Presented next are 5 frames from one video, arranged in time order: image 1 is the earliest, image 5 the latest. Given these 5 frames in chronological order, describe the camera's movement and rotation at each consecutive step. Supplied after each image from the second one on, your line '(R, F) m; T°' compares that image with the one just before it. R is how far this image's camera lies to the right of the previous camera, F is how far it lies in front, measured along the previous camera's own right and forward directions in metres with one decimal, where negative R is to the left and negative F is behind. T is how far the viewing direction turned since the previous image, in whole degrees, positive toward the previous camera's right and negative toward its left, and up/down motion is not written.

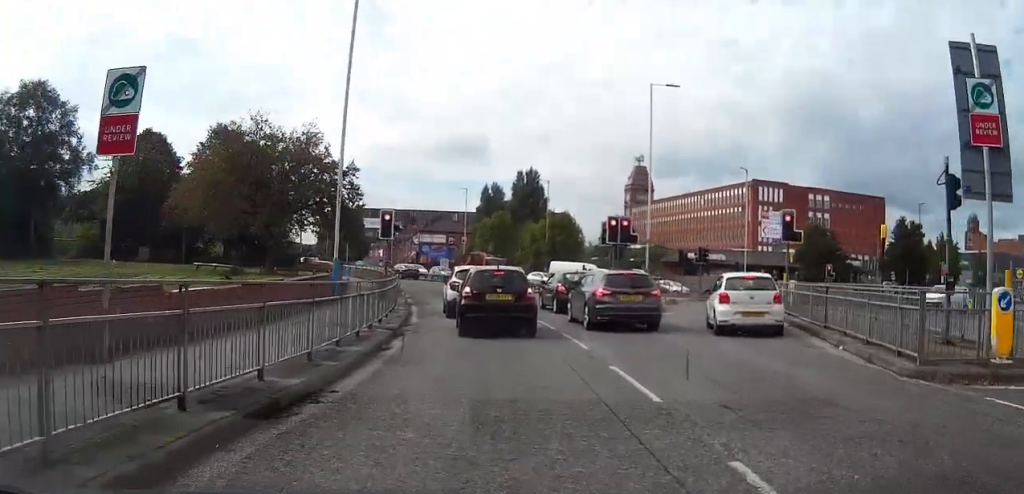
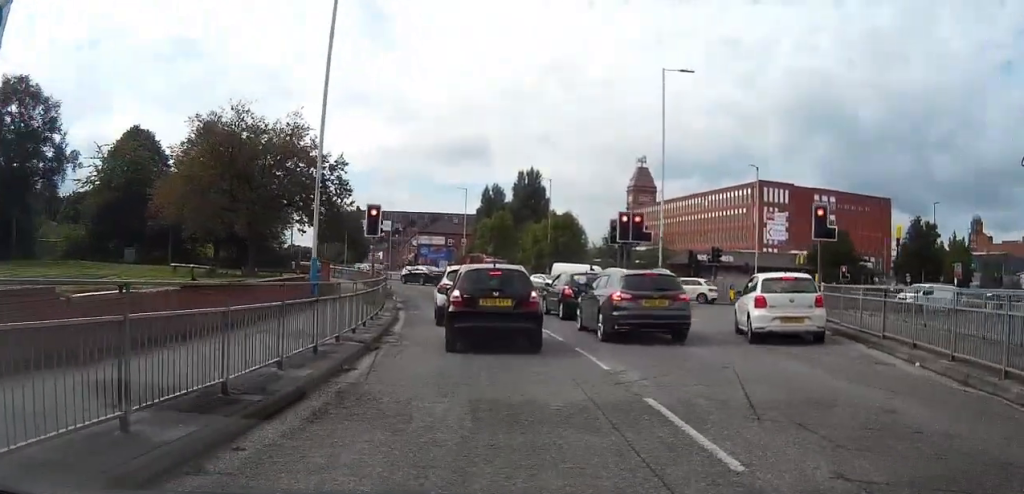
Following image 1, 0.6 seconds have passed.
(0.0, +3.8) m; 0°
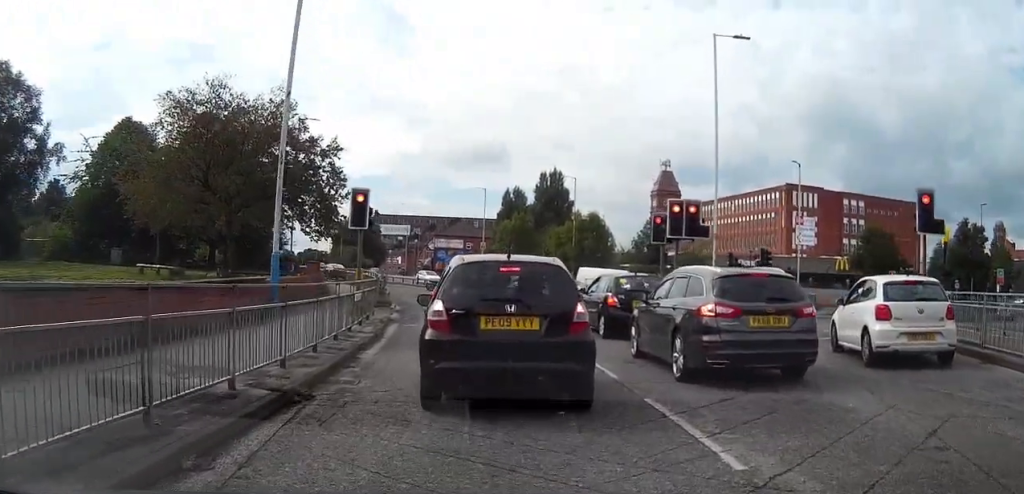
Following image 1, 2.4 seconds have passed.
(0.0, +7.9) m; 0°
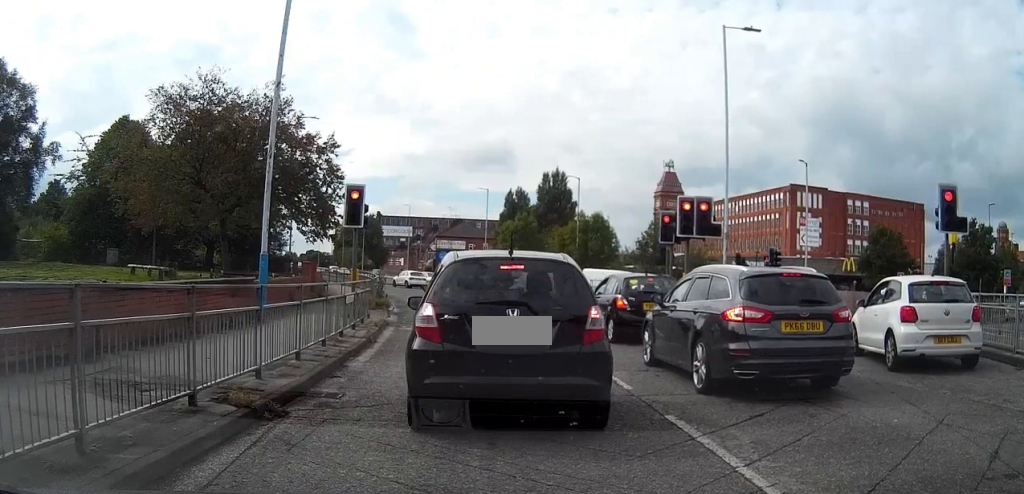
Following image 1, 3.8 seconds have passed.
(0.0, +2.1) m; 0°
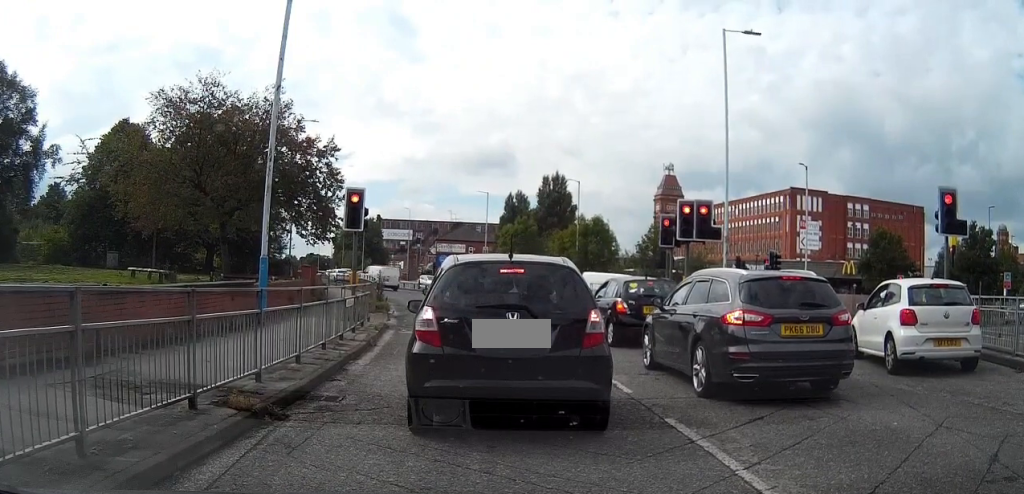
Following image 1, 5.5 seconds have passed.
(-0.2, +0.7) m; 0°
